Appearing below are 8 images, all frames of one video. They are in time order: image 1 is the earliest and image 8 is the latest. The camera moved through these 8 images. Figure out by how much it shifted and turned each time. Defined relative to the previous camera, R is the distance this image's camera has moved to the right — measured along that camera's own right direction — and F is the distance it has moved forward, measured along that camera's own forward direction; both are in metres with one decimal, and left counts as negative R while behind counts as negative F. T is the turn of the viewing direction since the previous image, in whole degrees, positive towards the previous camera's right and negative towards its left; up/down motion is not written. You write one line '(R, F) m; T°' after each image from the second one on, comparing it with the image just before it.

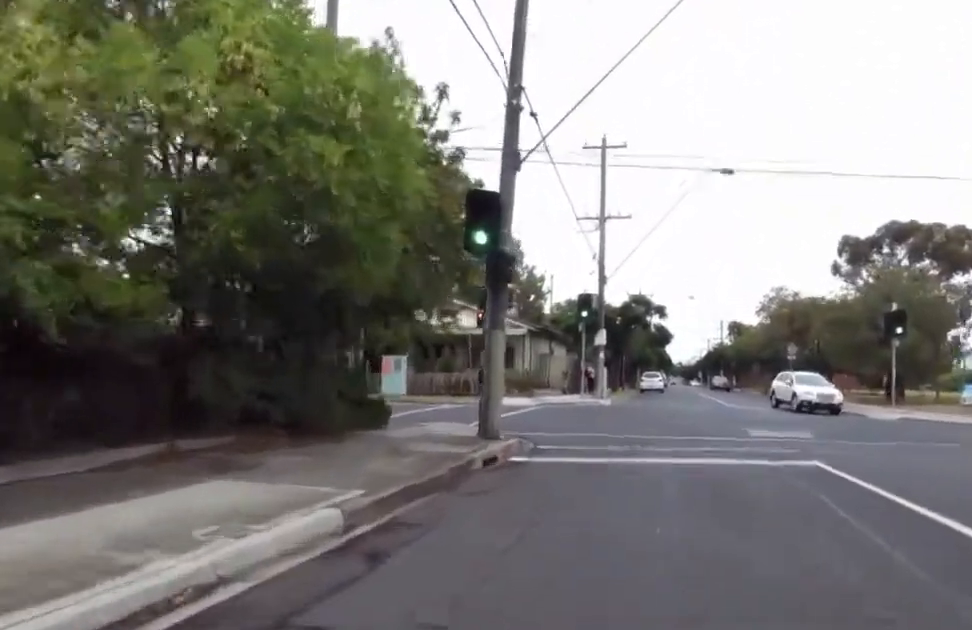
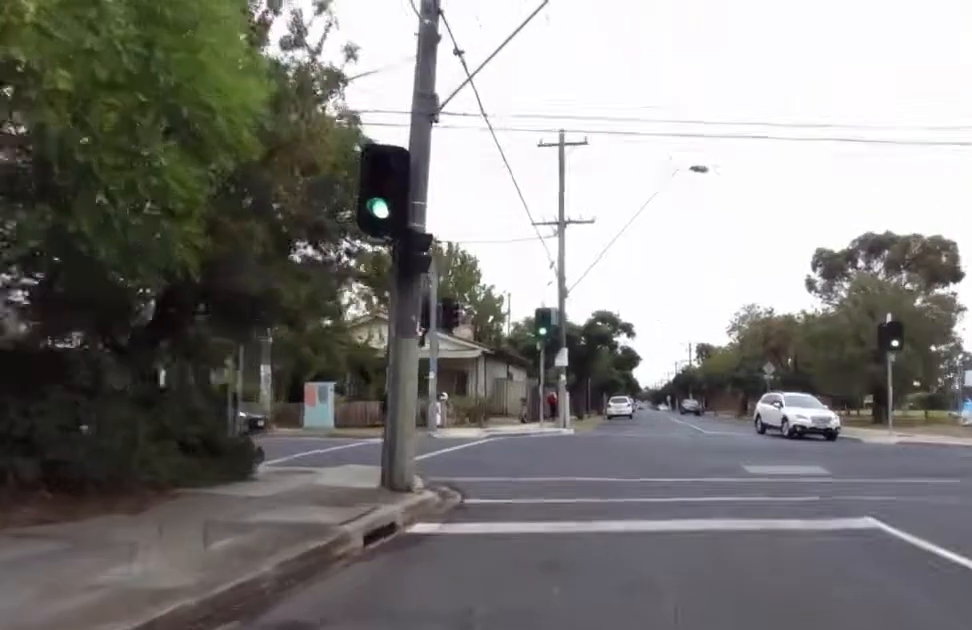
(-0.2, +3.5) m; +3°
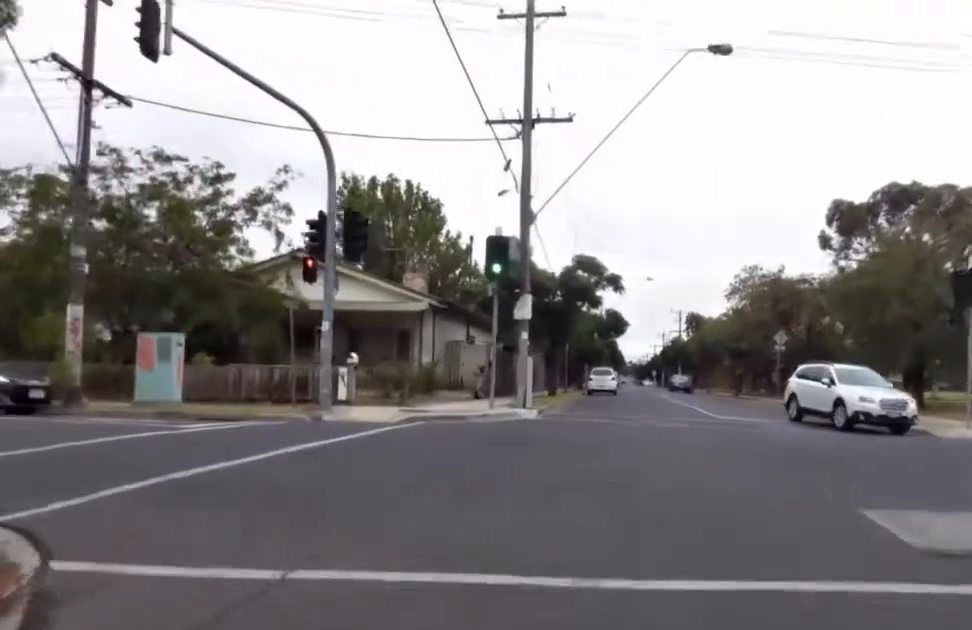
(+0.9, +7.4) m; +1°
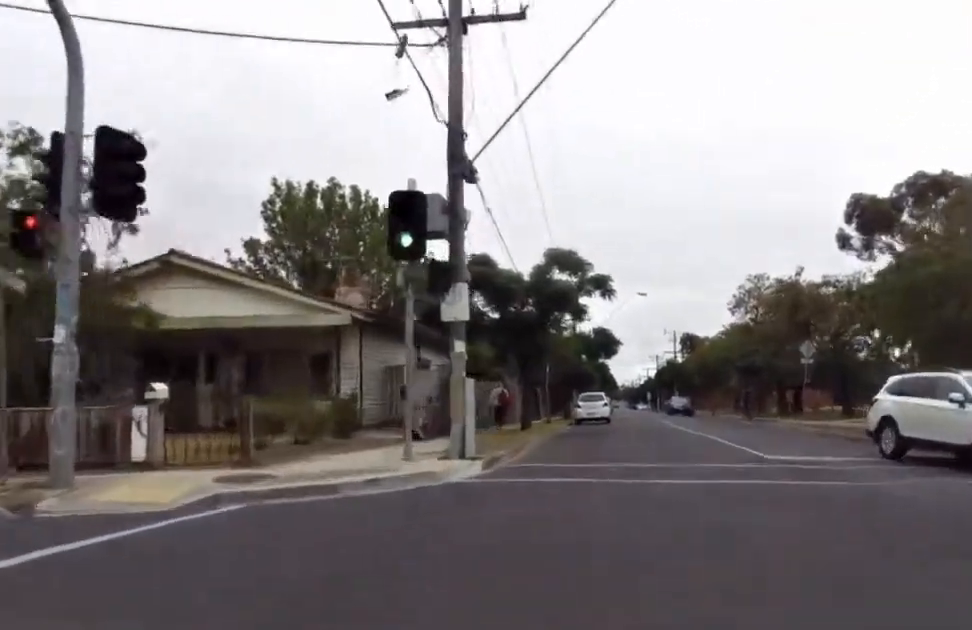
(-0.5, +7.0) m; 0°
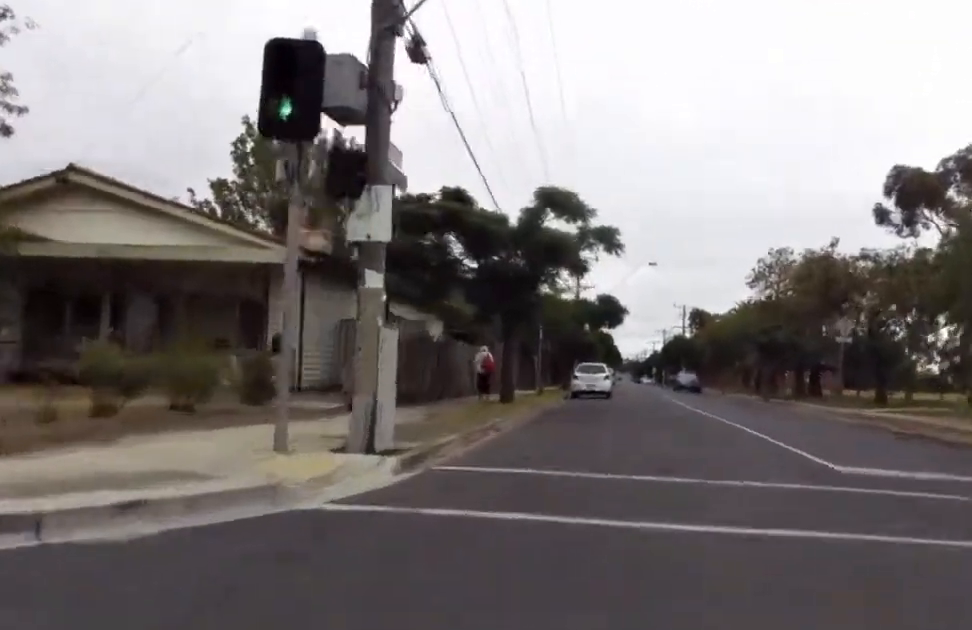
(+0.1, +4.4) m; -1°
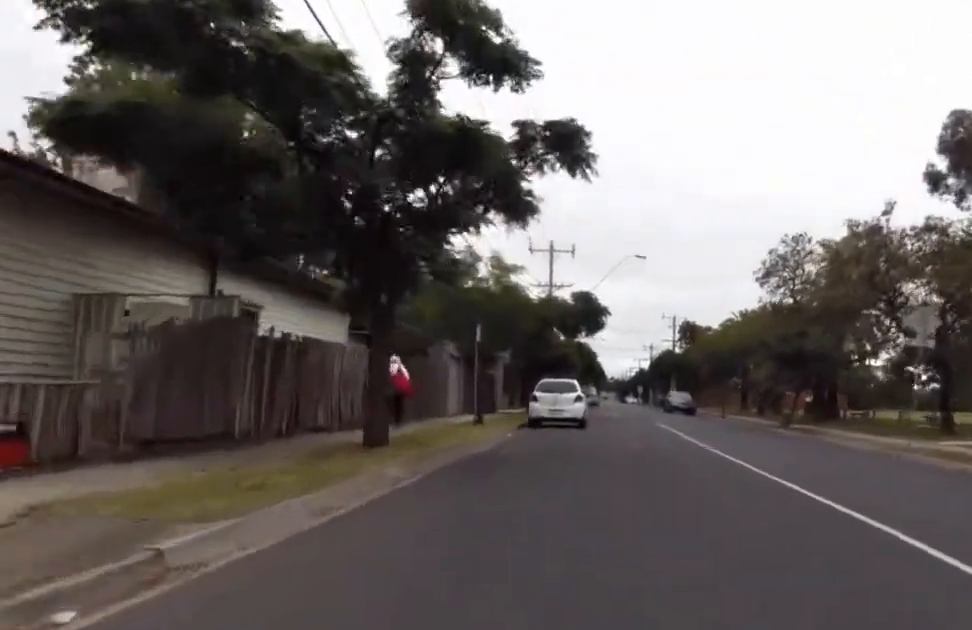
(+0.2, +8.9) m; -1°
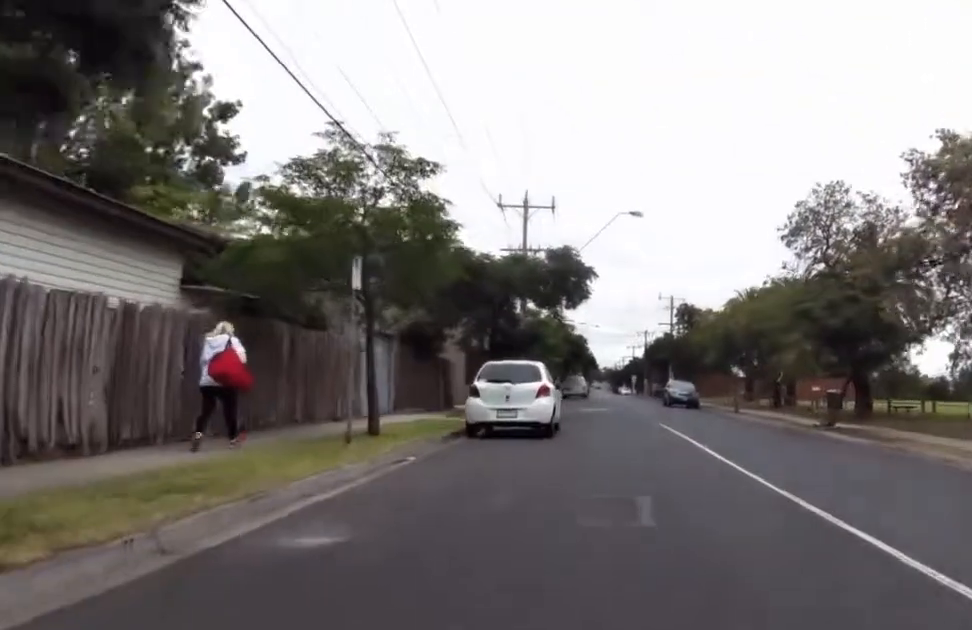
(-0.3, +7.9) m; +1°
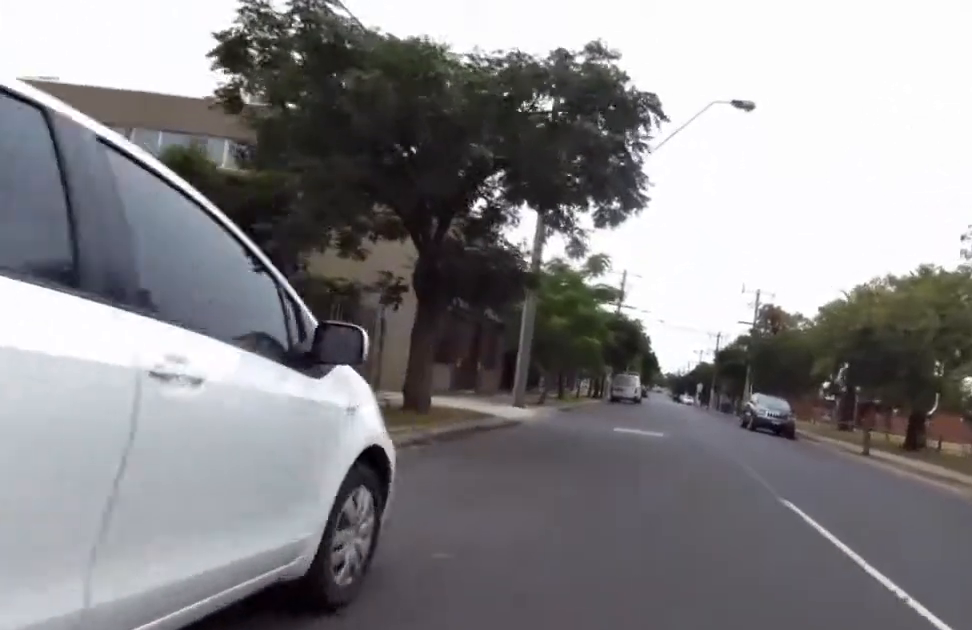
(-0.4, +14.3) m; -1°
